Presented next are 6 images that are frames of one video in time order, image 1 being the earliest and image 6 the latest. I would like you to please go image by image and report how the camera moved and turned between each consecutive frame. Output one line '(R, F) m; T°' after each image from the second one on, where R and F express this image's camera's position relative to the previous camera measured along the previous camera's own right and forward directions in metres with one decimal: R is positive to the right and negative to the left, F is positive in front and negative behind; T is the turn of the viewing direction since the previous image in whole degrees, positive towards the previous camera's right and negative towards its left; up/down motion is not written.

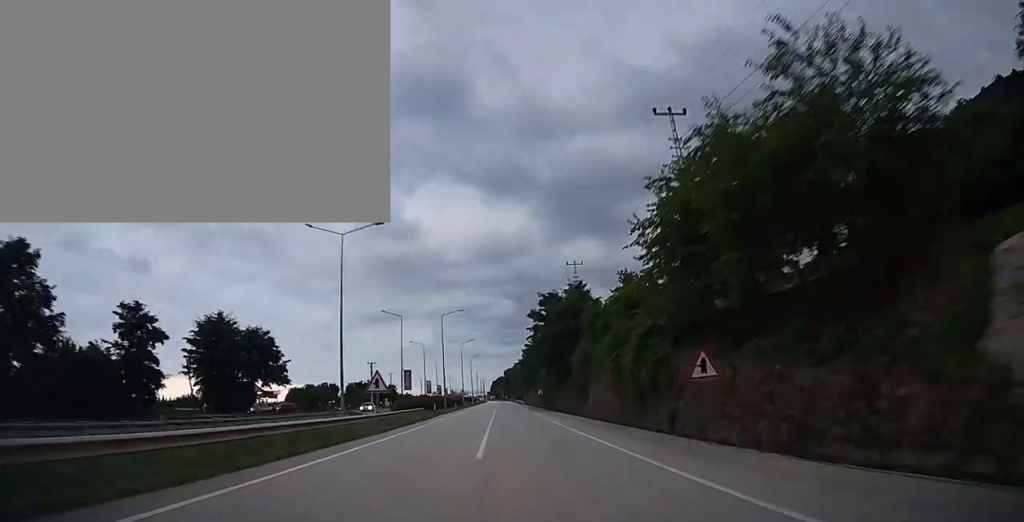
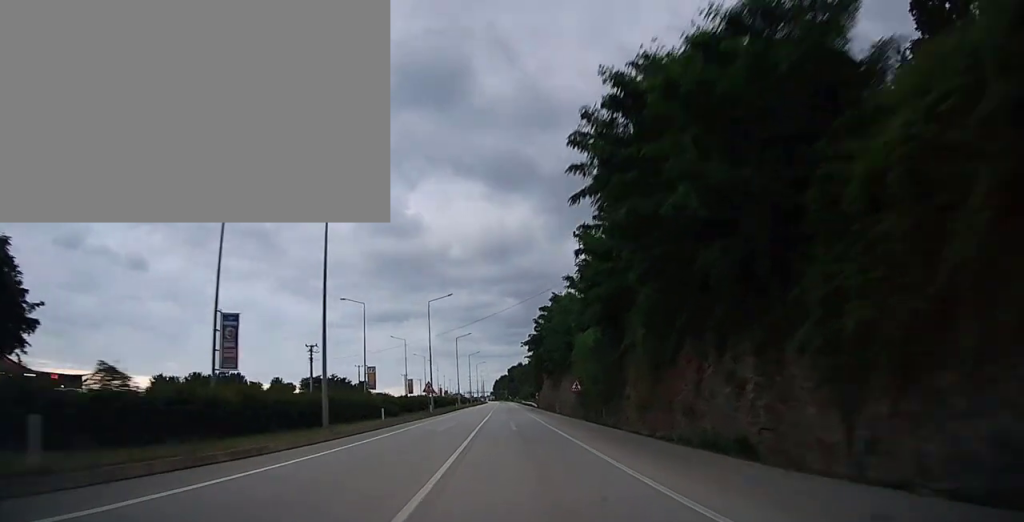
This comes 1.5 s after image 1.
(0.0, +45.3) m; 0°
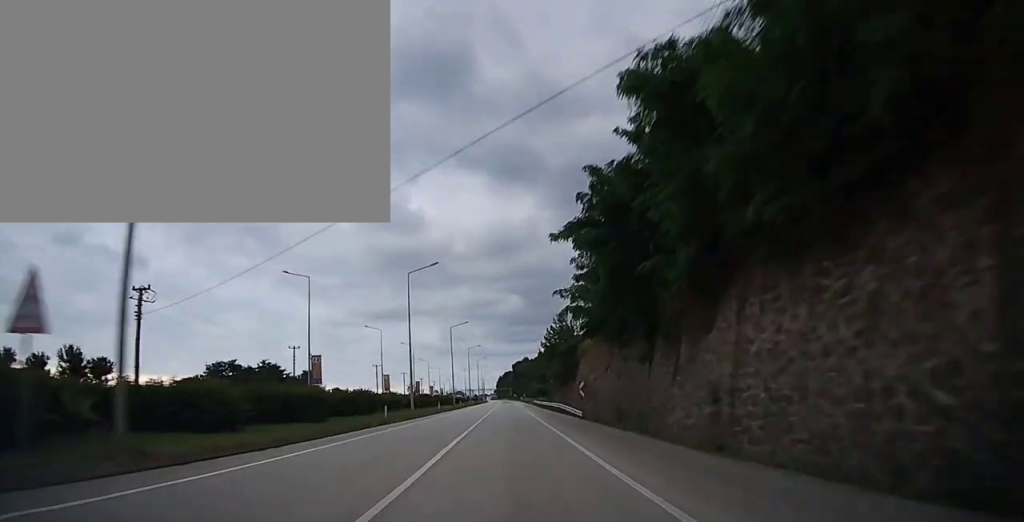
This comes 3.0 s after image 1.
(-0.2, +47.2) m; -1°
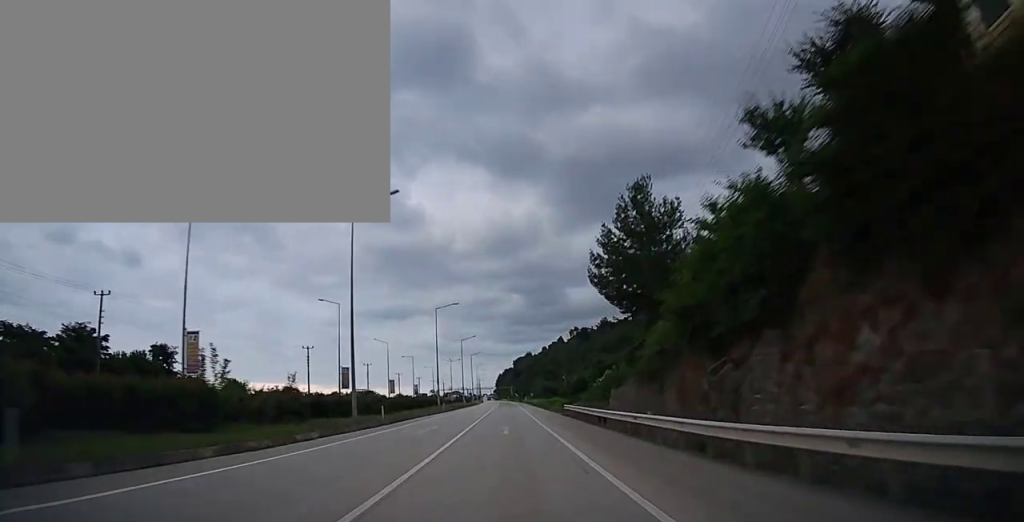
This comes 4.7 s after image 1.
(-0.3, +51.3) m; 0°
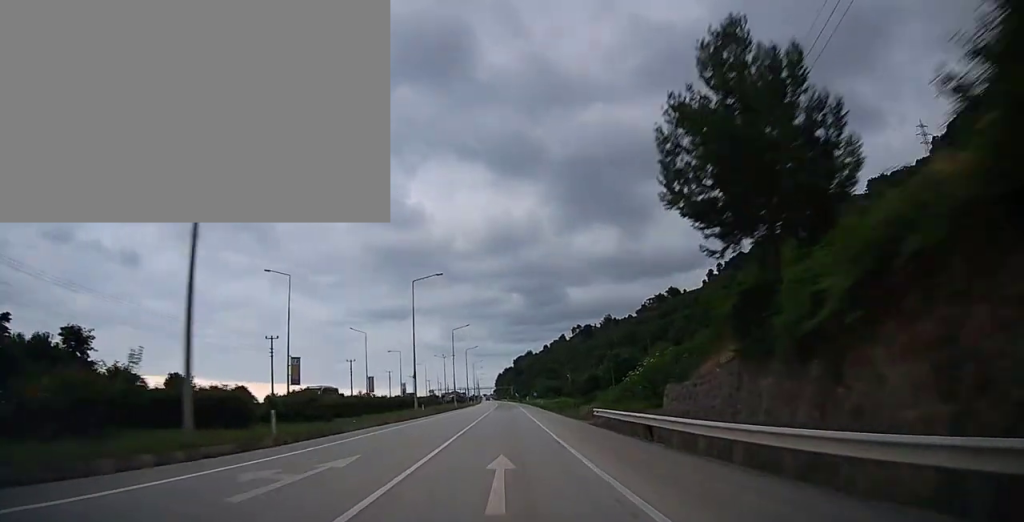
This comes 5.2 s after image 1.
(-0.2, +15.4) m; 0°
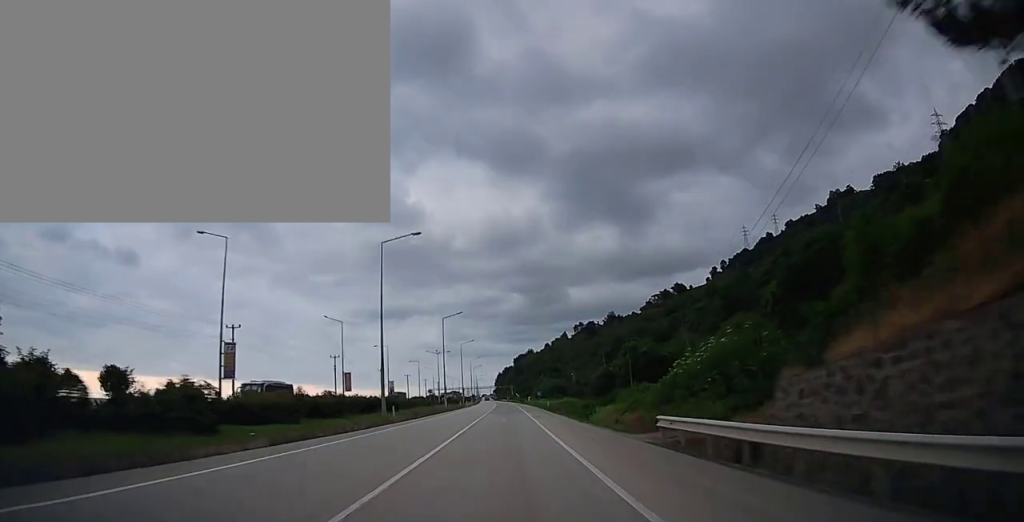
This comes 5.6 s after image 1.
(+0.1, +12.3) m; 0°
